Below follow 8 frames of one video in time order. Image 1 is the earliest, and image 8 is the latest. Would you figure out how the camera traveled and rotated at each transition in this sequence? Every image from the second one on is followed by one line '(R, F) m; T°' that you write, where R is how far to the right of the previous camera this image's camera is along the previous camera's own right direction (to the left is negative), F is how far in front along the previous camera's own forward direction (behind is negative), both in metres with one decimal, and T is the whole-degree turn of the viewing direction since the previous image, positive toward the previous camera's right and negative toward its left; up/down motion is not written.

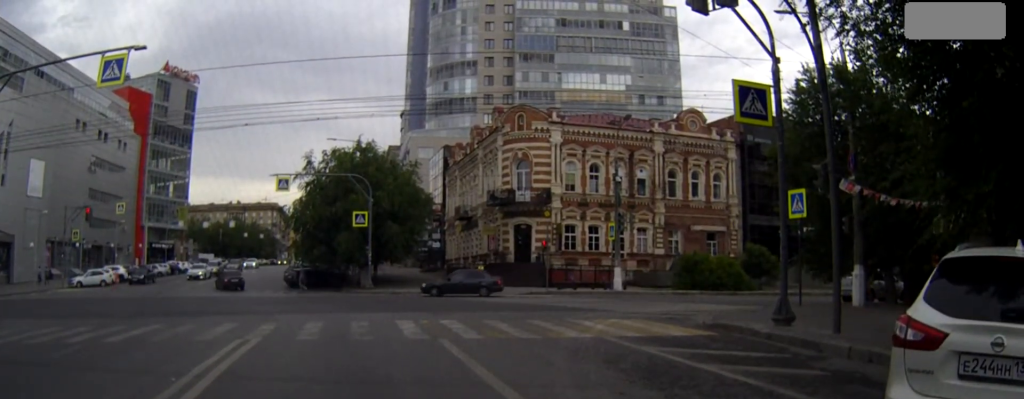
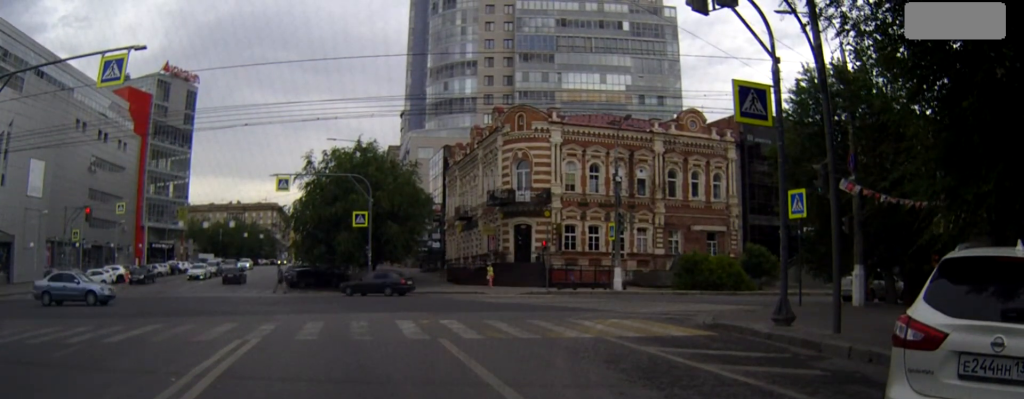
(0.0, 0.0) m; 0°
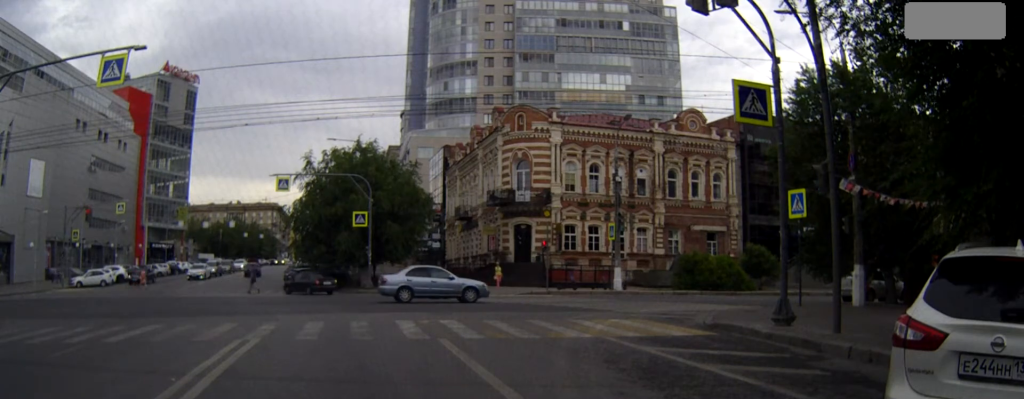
(0.0, 0.0) m; 0°
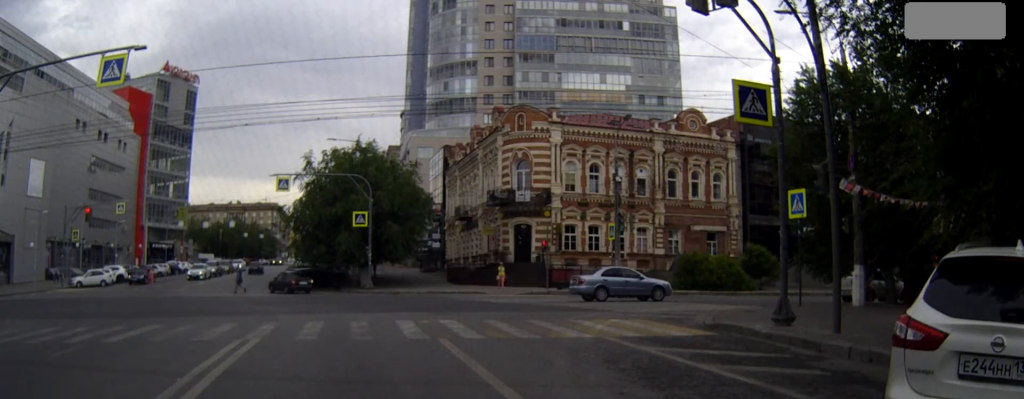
(0.0, 0.0) m; 0°
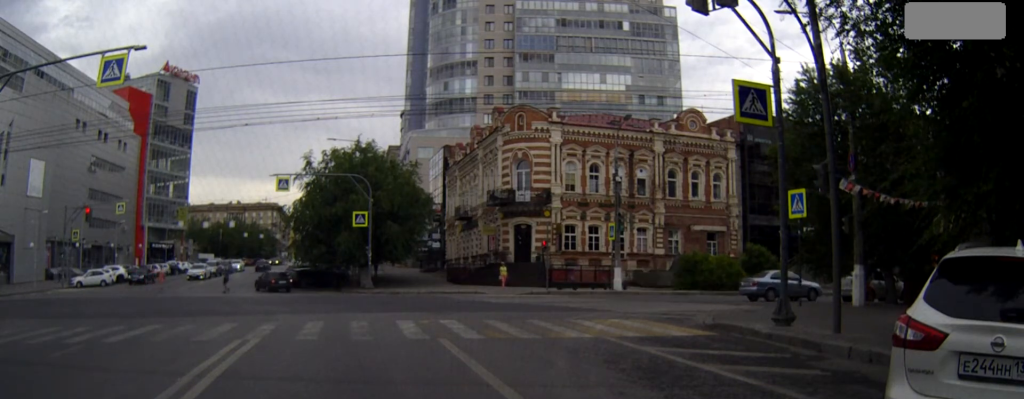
(0.0, 0.0) m; 0°
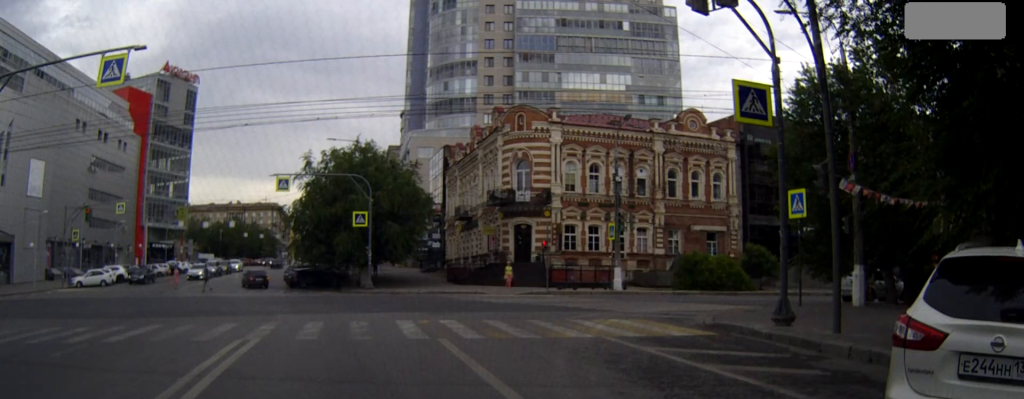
(0.0, 0.0) m; 0°
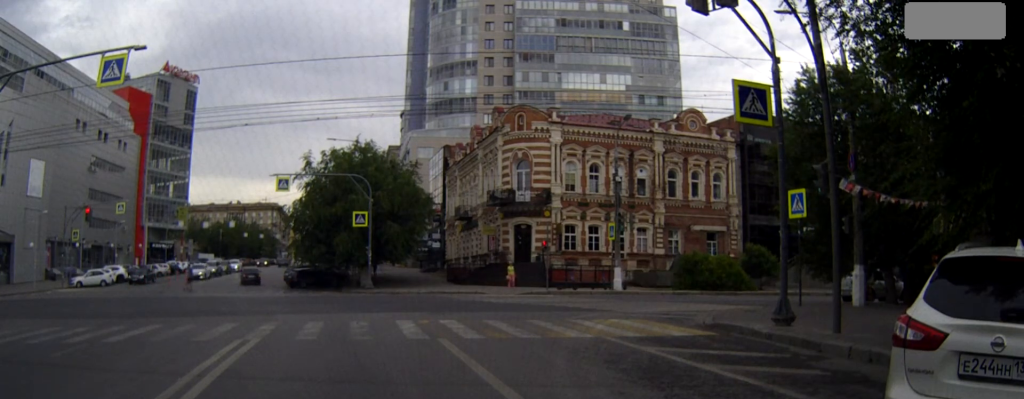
(0.0, 0.0) m; 0°
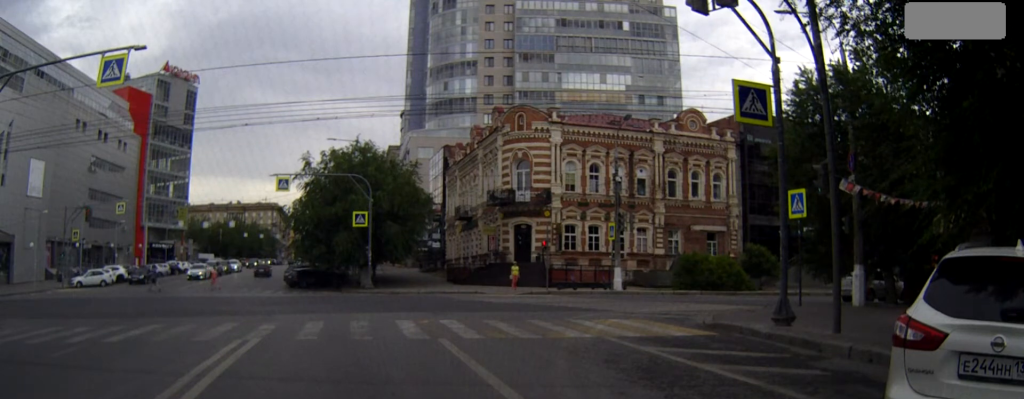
(0.0, 0.0) m; 0°
